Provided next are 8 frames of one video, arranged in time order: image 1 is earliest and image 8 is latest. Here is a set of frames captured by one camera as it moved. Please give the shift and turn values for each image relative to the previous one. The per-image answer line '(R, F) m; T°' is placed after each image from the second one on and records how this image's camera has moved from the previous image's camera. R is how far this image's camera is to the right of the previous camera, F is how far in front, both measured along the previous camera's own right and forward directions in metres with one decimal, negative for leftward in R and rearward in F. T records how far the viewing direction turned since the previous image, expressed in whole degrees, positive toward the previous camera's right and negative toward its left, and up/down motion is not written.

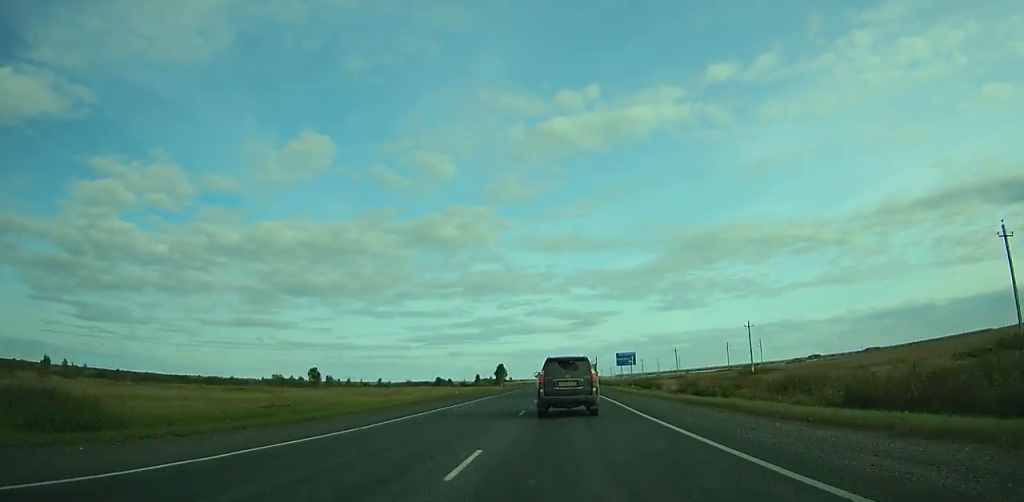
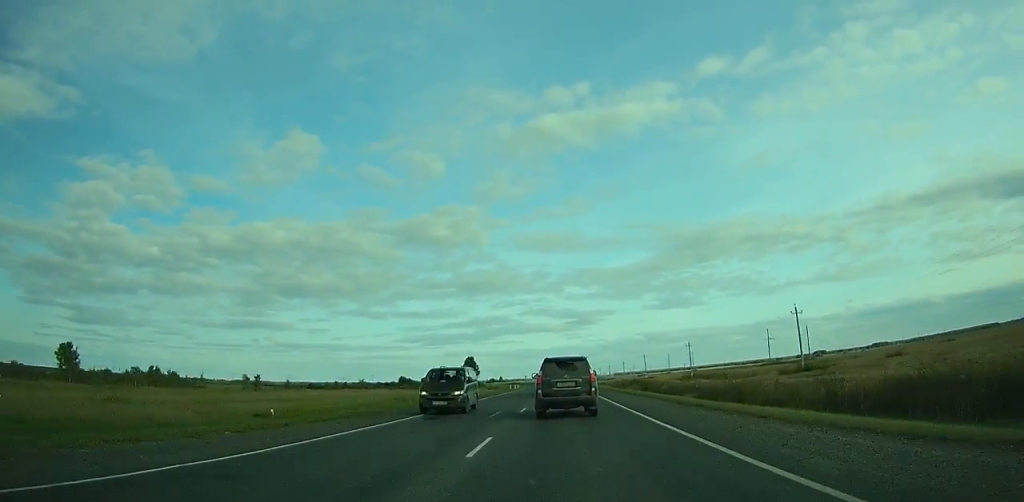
(0.0, +79.0) m; 0°
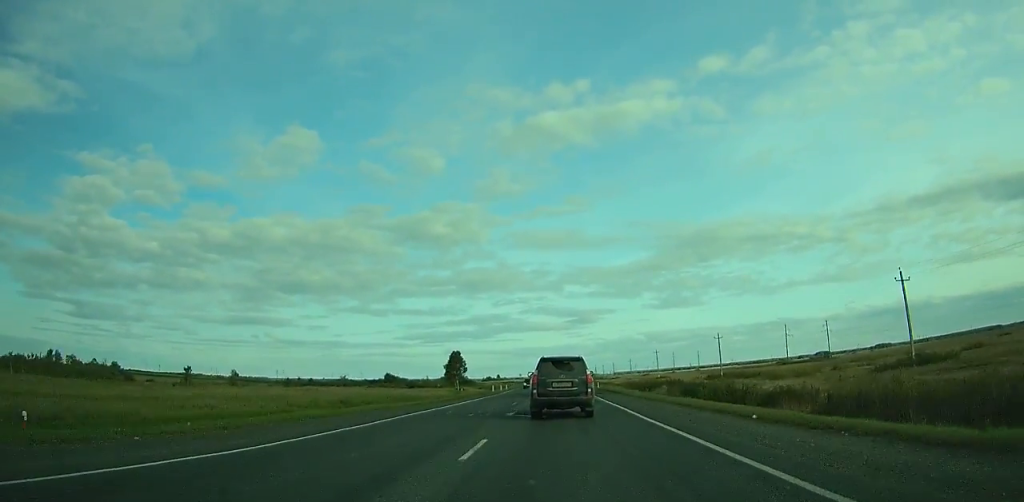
(0.0, +23.9) m; 0°
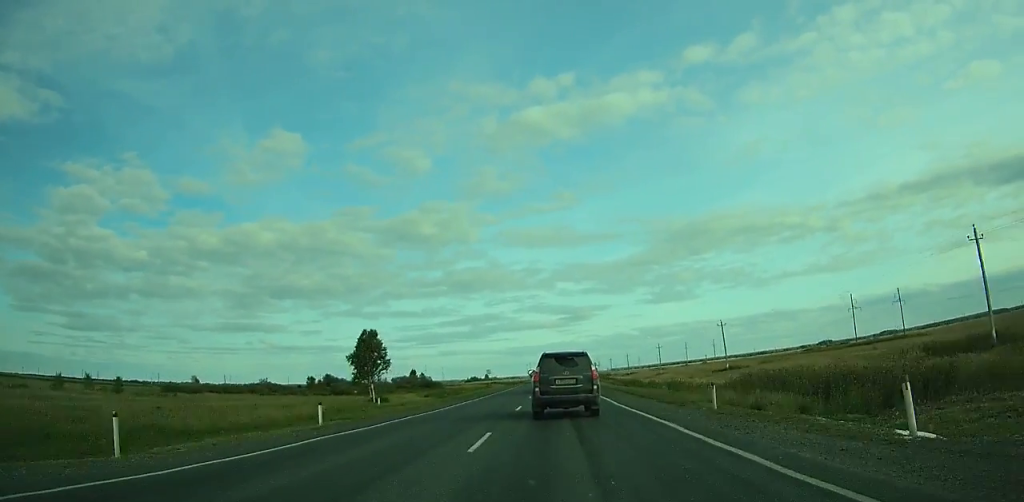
(+0.2, +70.4) m; 0°
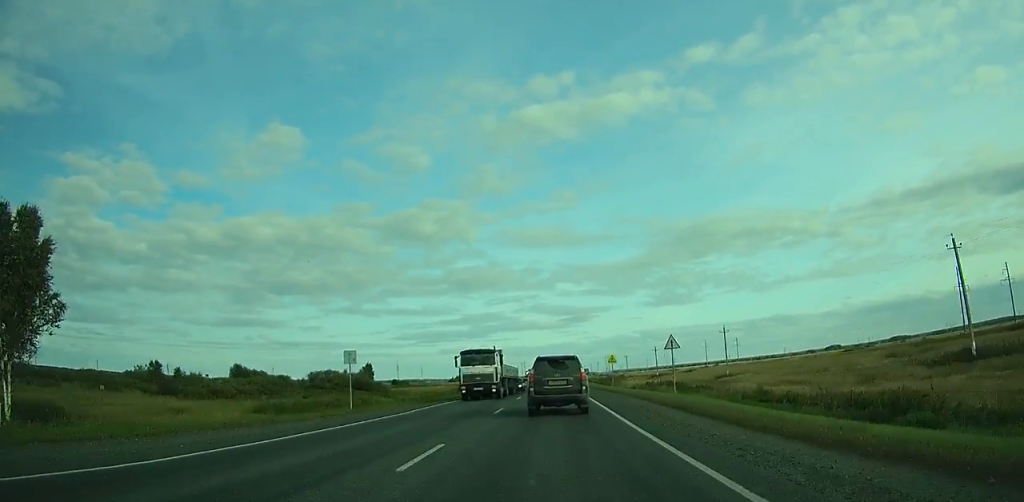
(-0.1, +62.7) m; 0°
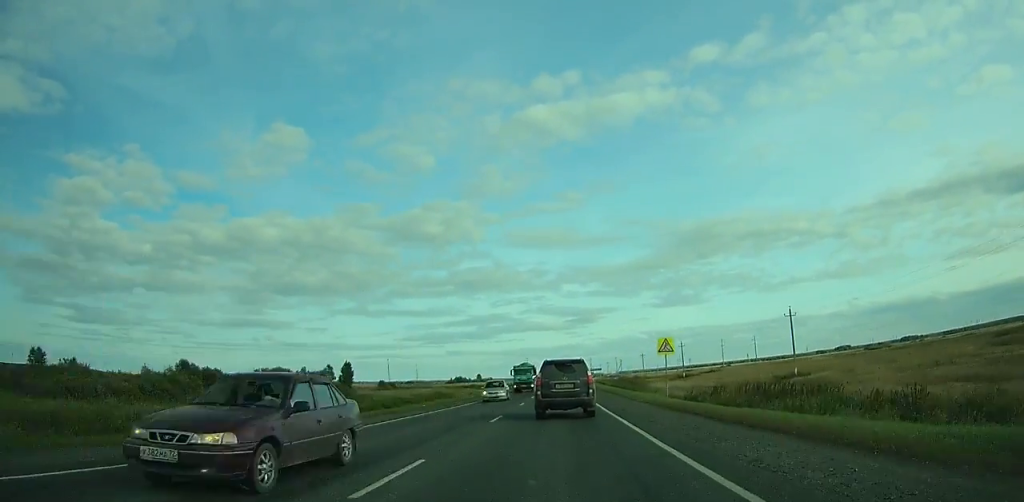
(-0.1, +26.4) m; 0°
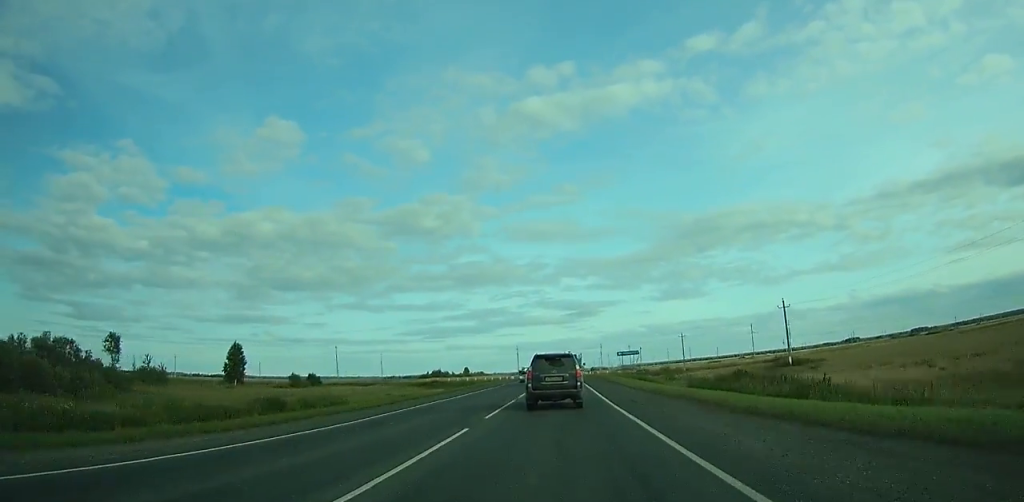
(0.0, +60.9) m; 0°
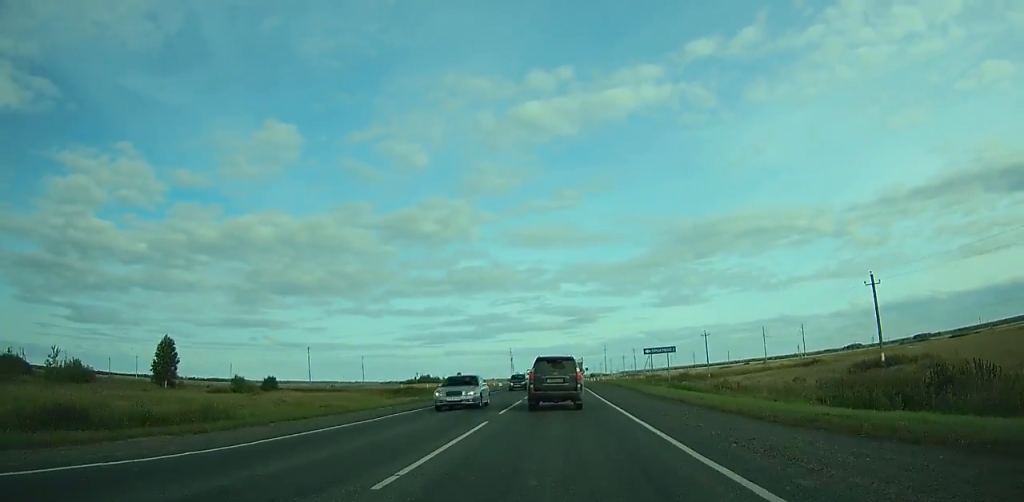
(+0.1, +20.7) m; 0°
